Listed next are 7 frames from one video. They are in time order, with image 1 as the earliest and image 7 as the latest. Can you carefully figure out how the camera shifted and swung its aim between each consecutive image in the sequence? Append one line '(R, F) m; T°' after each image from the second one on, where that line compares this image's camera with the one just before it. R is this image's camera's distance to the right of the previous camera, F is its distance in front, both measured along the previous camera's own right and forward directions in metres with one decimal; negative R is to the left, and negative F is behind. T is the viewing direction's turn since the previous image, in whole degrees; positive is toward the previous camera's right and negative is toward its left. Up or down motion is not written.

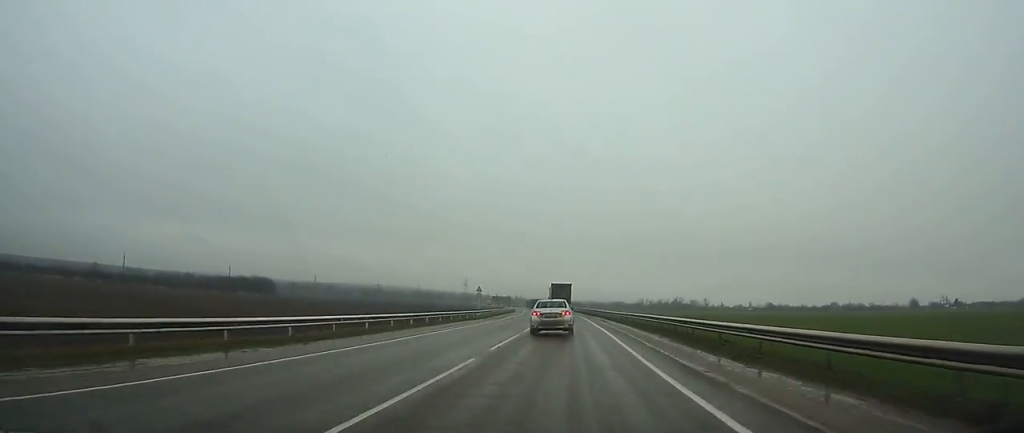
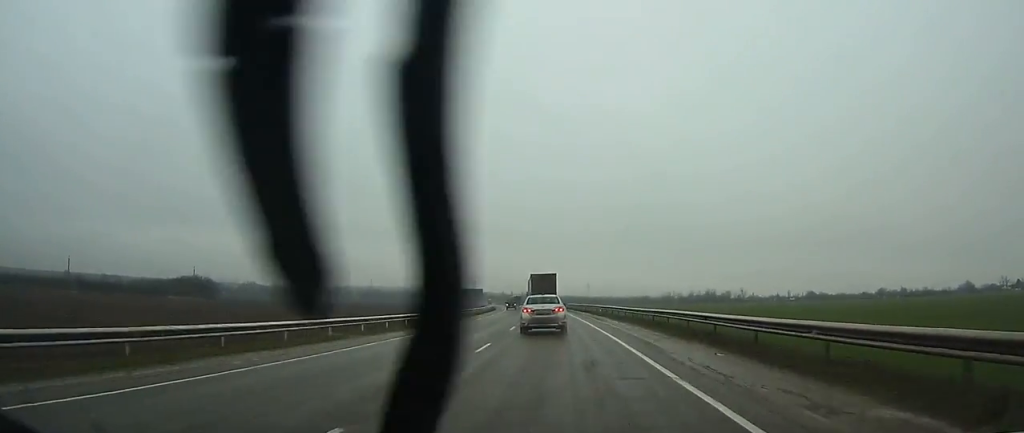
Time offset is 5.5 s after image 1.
(-1.6, +75.7) m; -3°
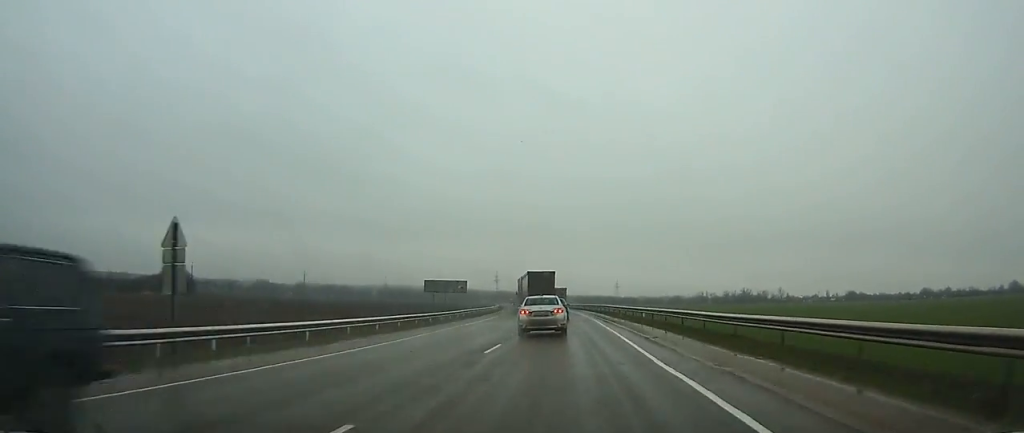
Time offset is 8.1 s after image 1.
(-0.6, +36.5) m; -2°
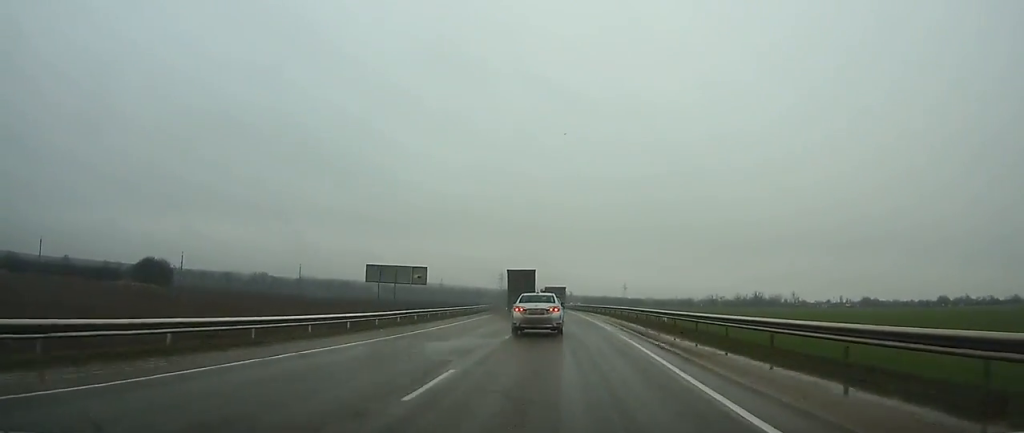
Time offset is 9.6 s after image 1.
(-0.2, +19.4) m; -1°
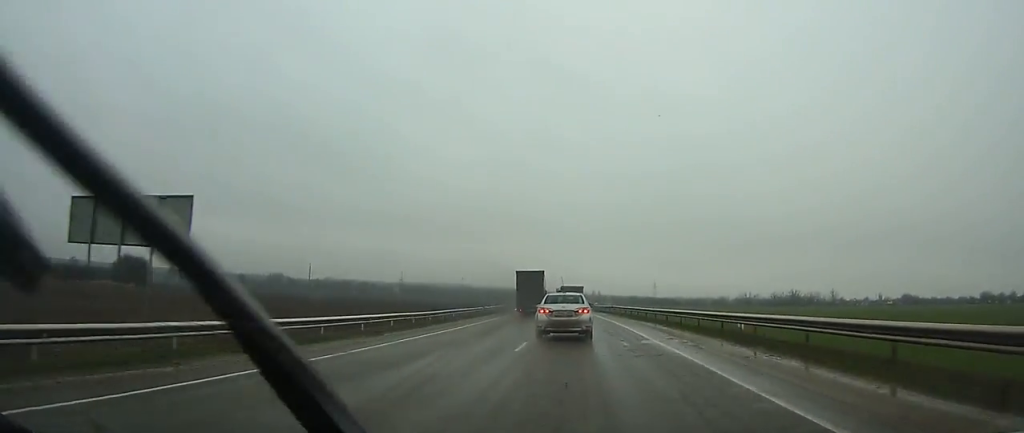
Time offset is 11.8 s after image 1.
(-0.3, +28.2) m; -1°
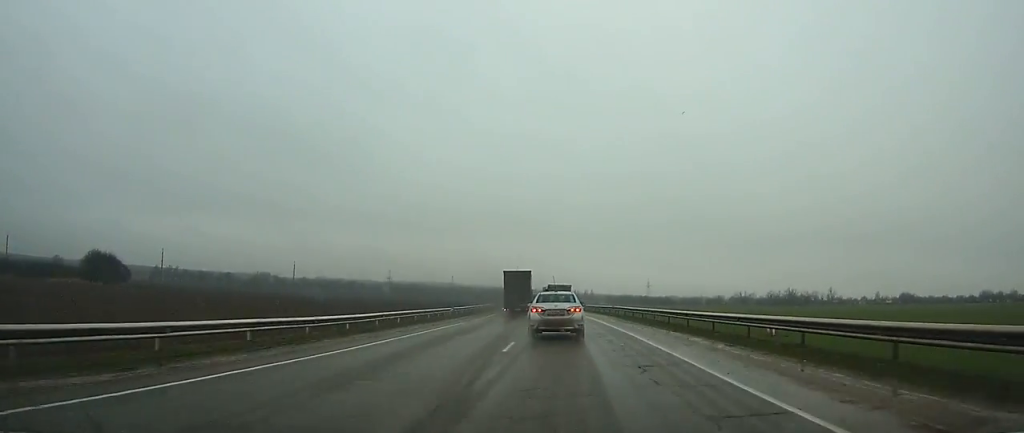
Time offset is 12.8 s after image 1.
(-0.1, +12.4) m; -1°
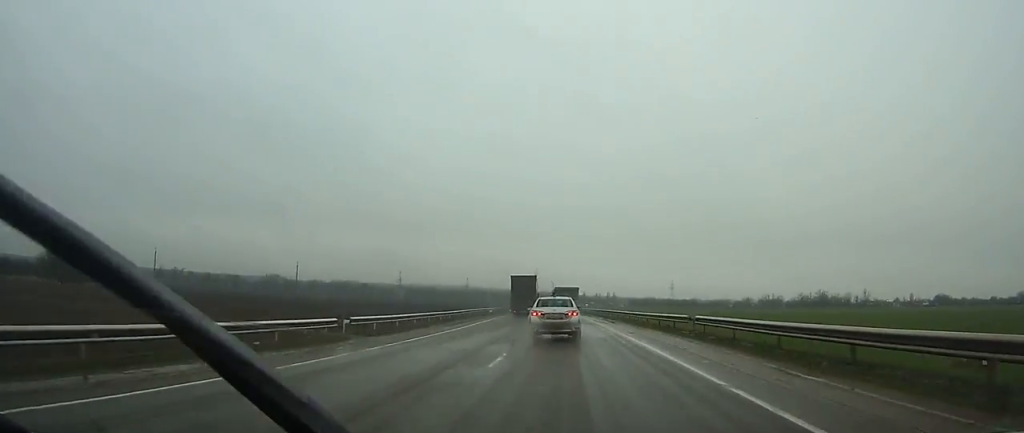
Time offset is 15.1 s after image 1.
(-0.4, +27.5) m; -2°
